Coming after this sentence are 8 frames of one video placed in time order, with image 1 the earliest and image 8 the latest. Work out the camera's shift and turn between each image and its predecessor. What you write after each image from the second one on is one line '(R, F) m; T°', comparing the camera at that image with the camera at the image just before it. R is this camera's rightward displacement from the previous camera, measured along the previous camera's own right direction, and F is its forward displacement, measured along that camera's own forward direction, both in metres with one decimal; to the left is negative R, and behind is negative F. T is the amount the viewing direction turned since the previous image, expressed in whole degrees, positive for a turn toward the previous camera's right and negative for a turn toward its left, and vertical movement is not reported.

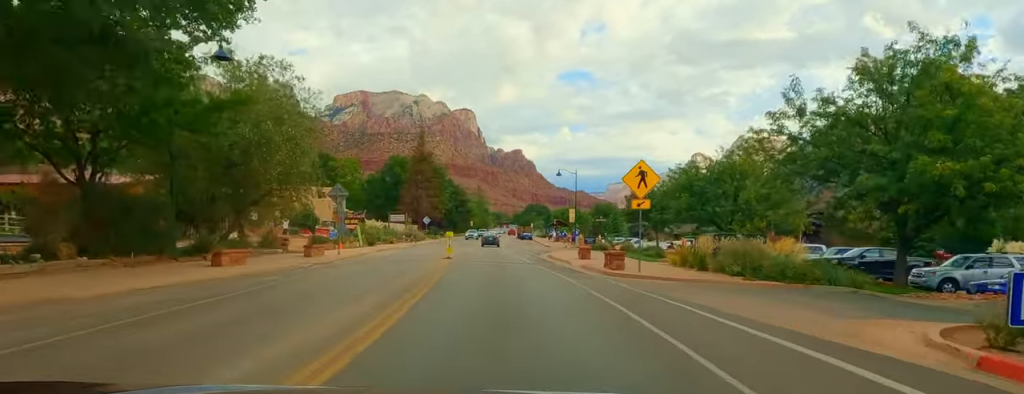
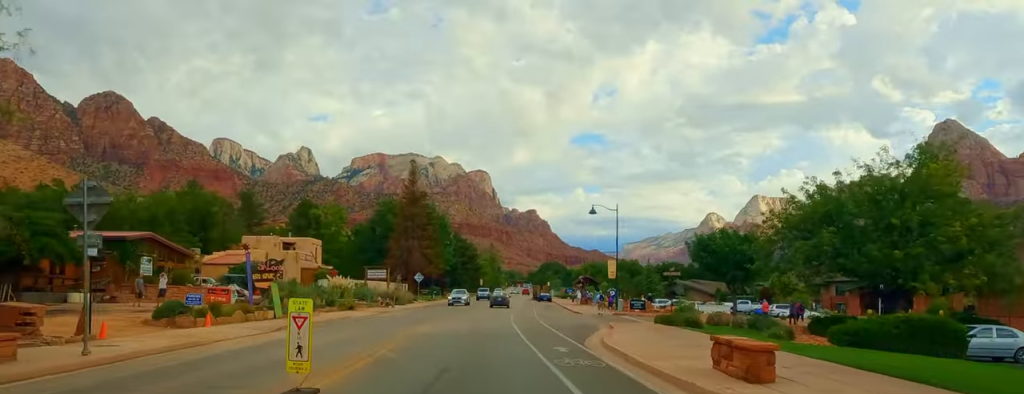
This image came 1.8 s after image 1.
(-0.8, +22.9) m; -3°
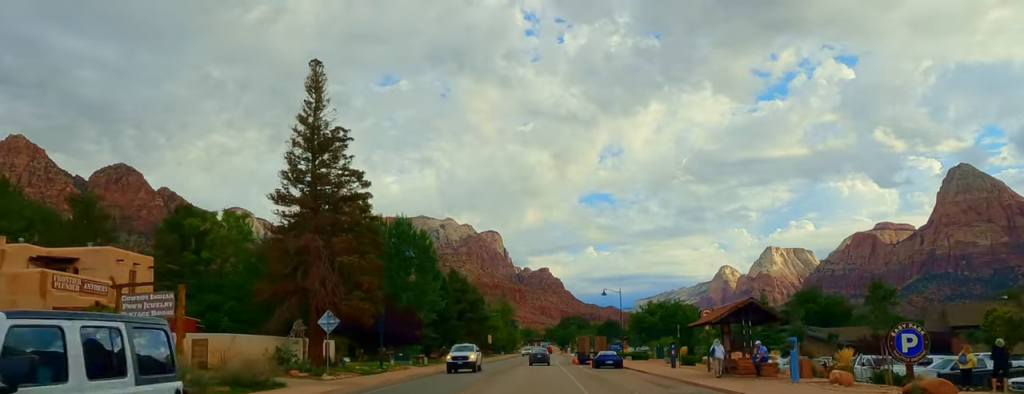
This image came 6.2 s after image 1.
(+0.1, +51.3) m; +3°
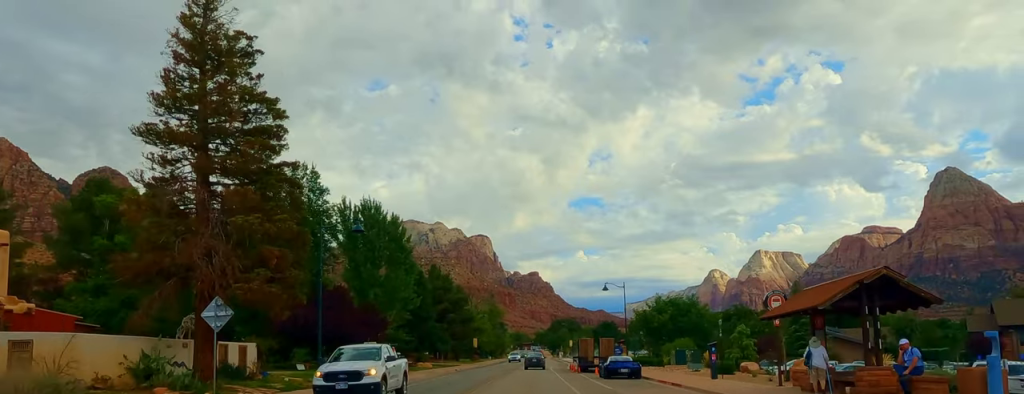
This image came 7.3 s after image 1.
(+0.2, +13.3) m; +1°
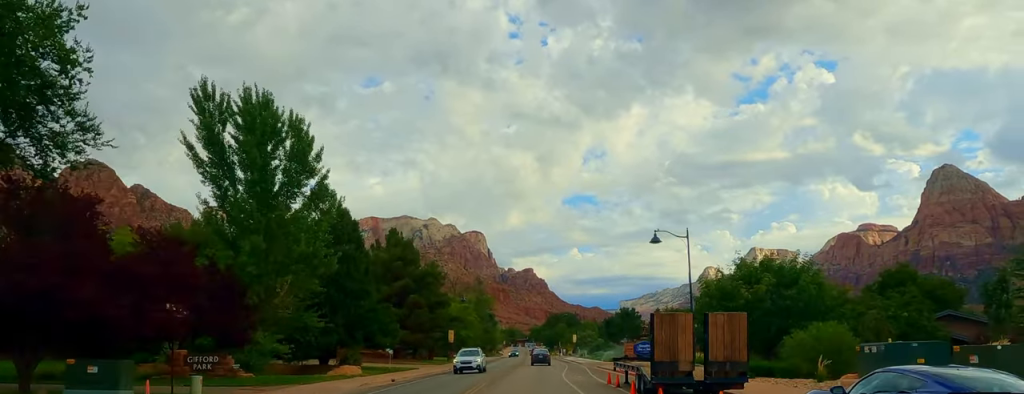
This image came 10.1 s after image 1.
(0.0, +32.9) m; 0°
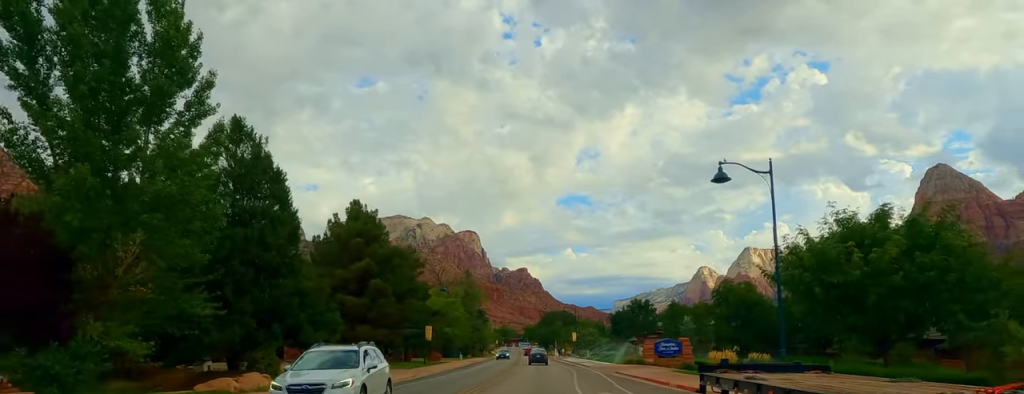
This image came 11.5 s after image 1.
(0.0, +16.1) m; 0°
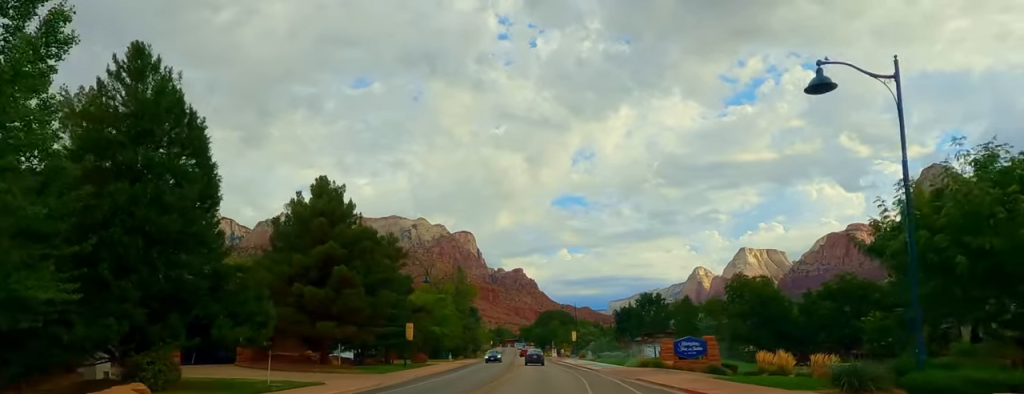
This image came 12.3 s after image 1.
(0.0, +9.9) m; 0°
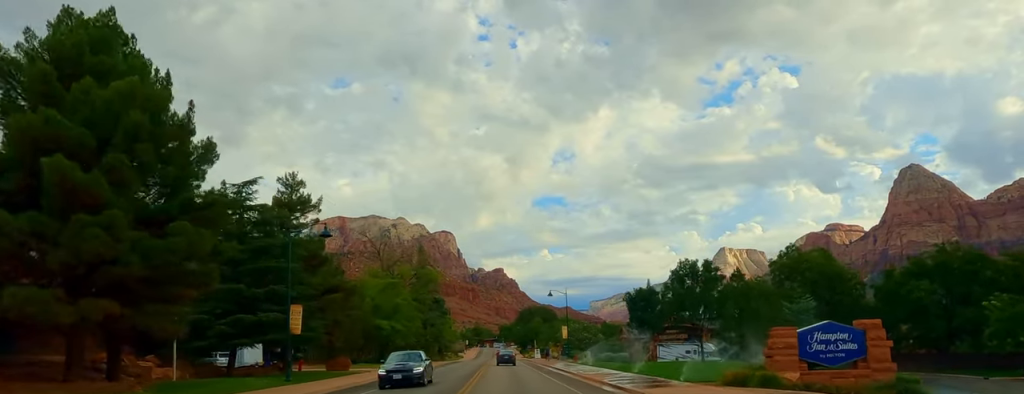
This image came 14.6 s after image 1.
(0.0, +27.2) m; 0°
